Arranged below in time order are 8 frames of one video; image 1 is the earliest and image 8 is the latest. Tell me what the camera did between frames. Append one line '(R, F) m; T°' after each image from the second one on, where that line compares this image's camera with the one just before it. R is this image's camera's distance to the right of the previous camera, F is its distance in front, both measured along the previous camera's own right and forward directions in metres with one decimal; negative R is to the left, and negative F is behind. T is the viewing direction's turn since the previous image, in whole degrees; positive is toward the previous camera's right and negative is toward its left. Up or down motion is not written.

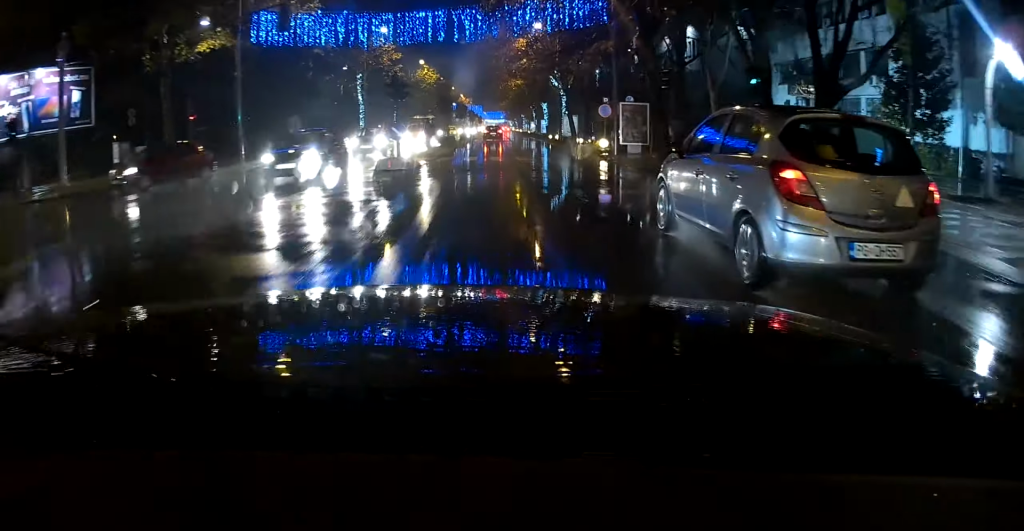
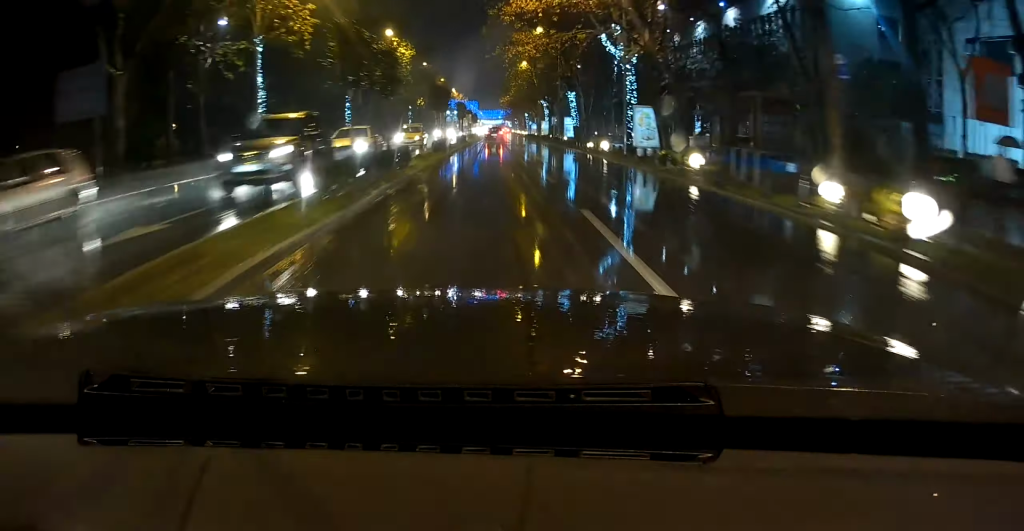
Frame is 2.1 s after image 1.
(-0.4, +27.4) m; 0°
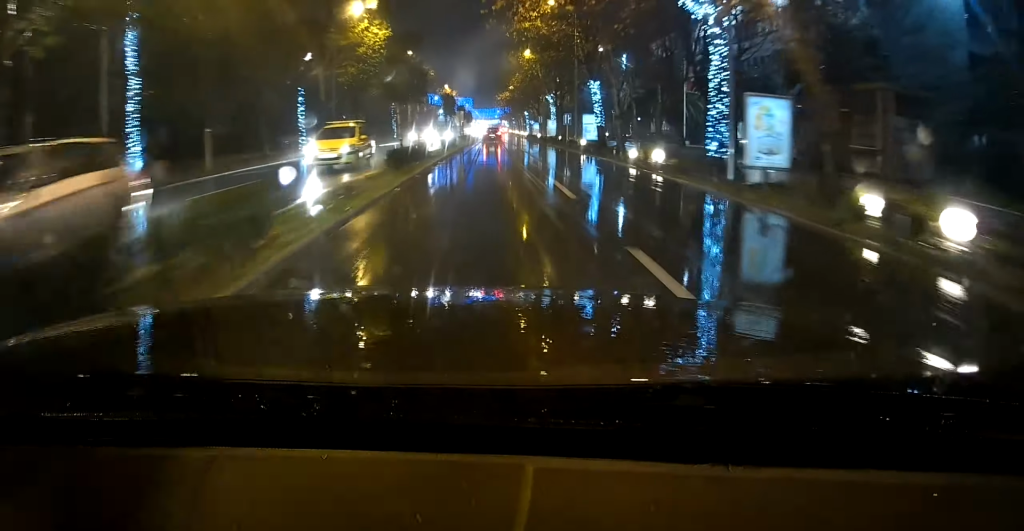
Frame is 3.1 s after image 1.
(+0.2, +12.8) m; +1°
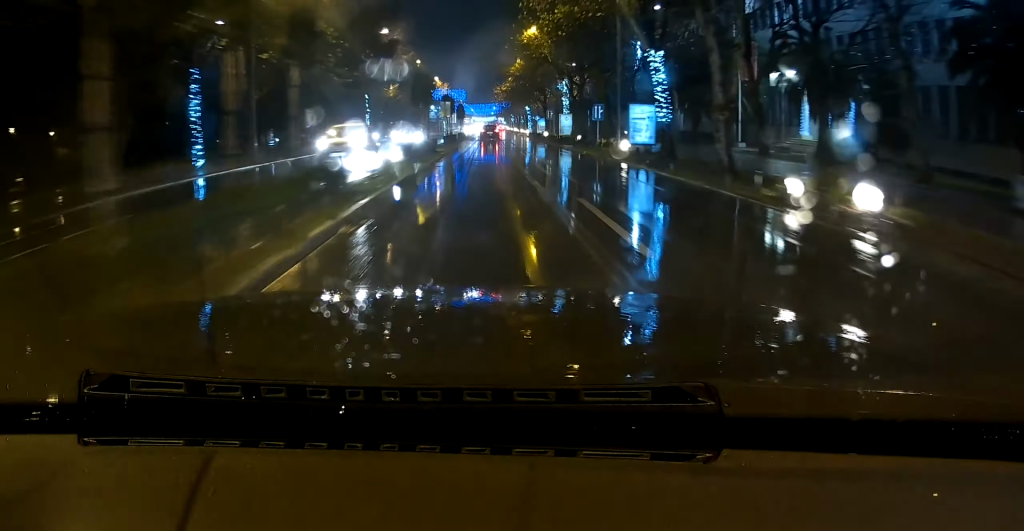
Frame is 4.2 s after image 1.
(+0.2, +15.0) m; +1°
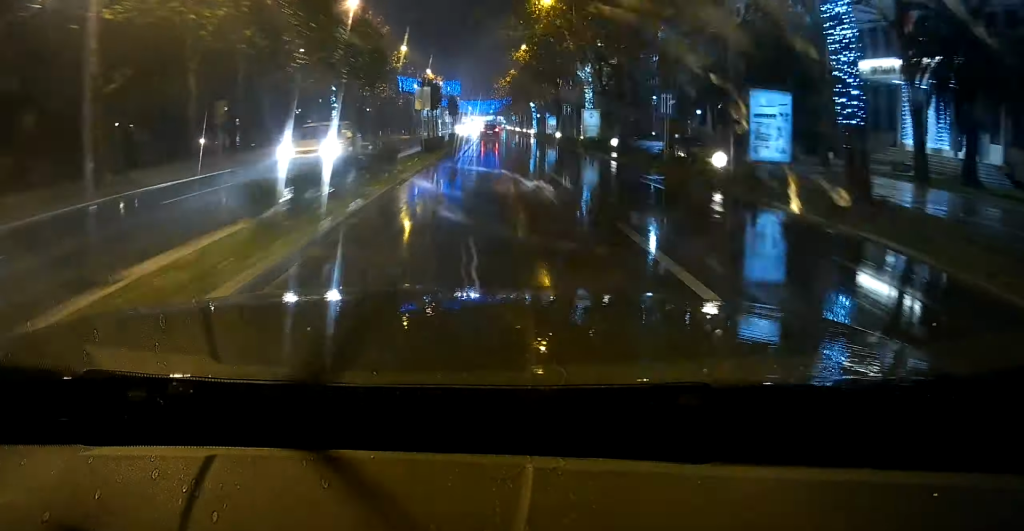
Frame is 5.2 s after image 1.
(0.0, +13.3) m; 0°
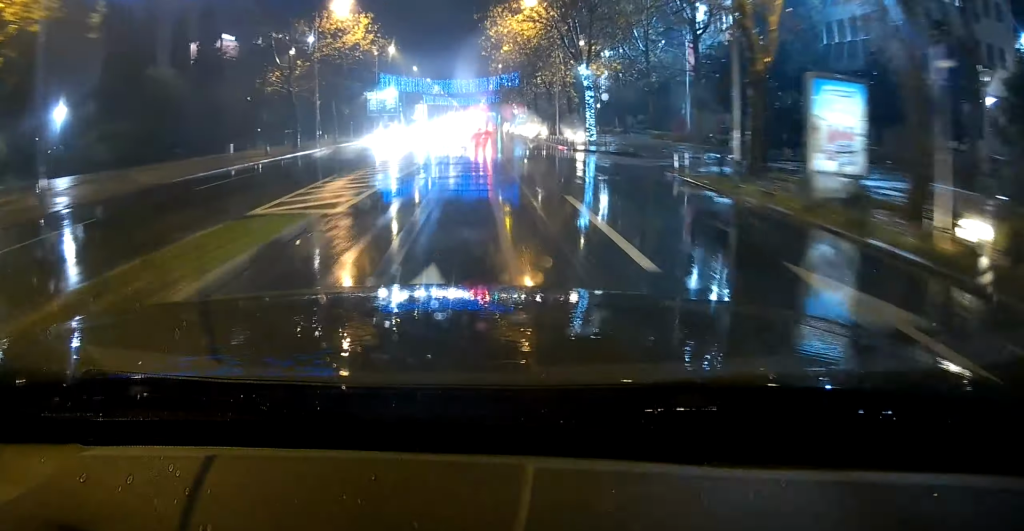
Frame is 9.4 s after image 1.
(-0.2, +56.0) m; +1°
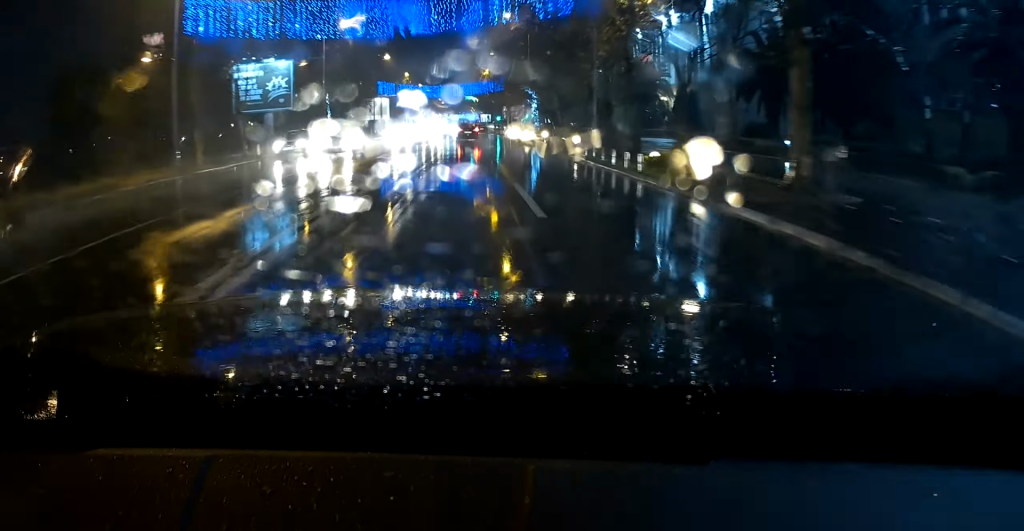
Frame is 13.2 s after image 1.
(+0.8, +47.8) m; +1°
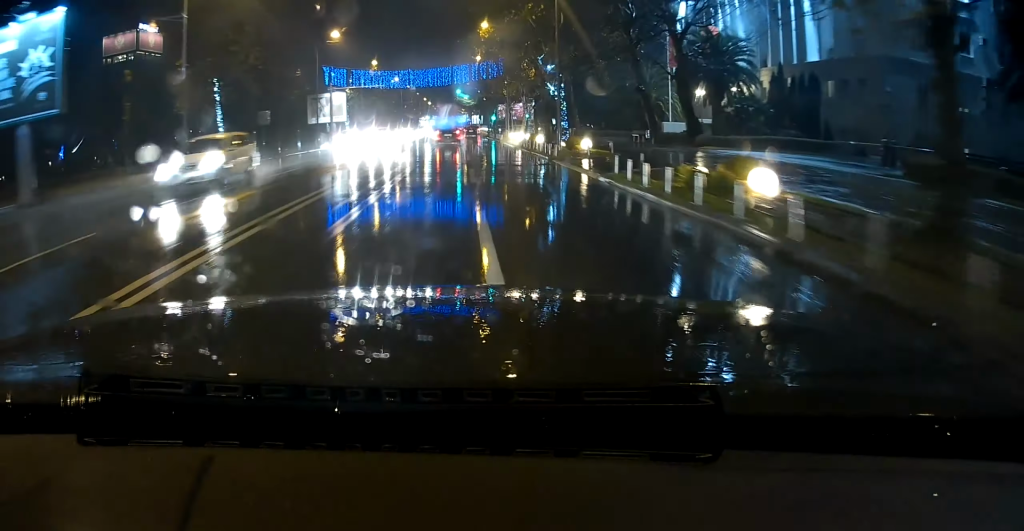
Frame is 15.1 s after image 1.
(+0.1, +24.3) m; +1°
